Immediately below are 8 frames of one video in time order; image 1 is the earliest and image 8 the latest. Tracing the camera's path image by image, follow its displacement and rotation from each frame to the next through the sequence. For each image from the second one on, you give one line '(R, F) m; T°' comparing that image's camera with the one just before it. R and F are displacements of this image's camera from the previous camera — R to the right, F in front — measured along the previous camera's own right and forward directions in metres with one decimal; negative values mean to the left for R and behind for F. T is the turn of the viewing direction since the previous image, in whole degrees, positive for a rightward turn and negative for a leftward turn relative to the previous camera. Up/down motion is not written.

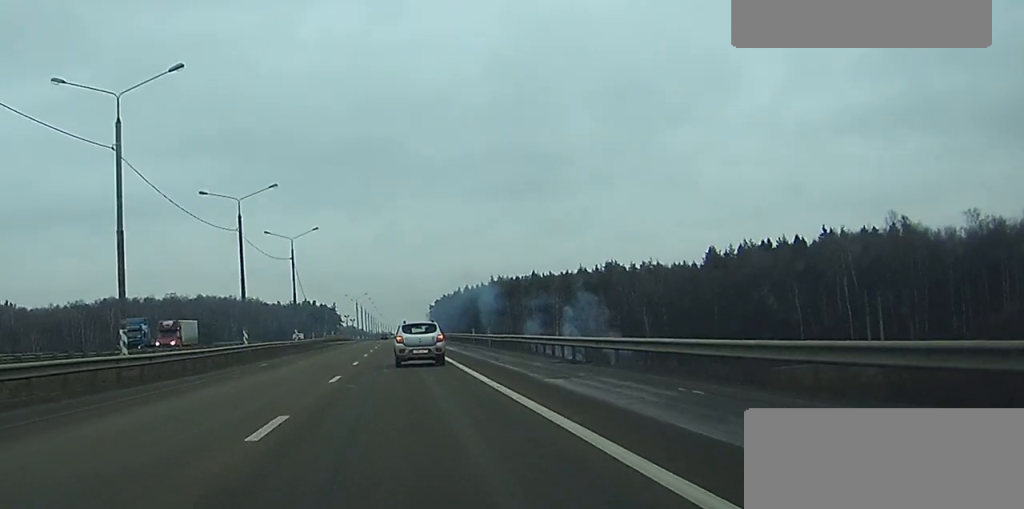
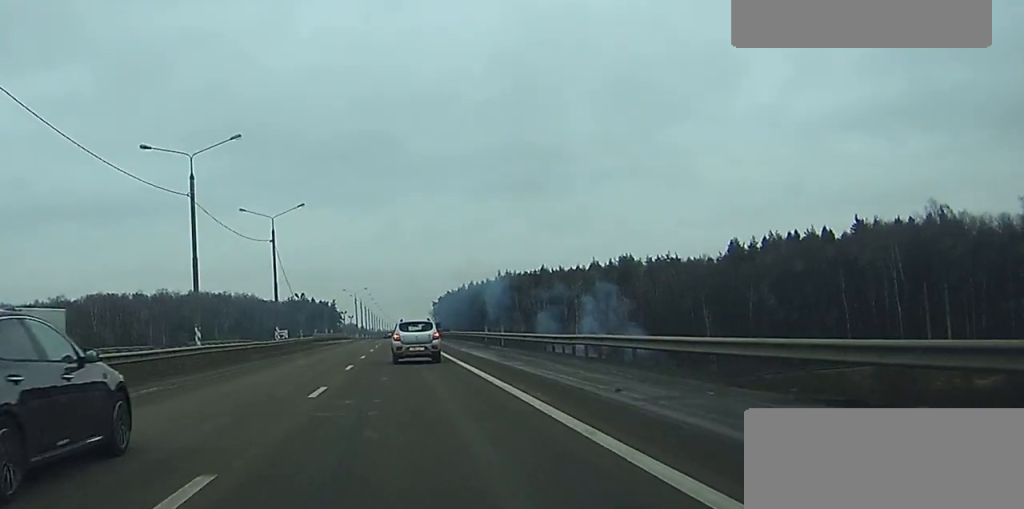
(-0.1, +17.9) m; 0°
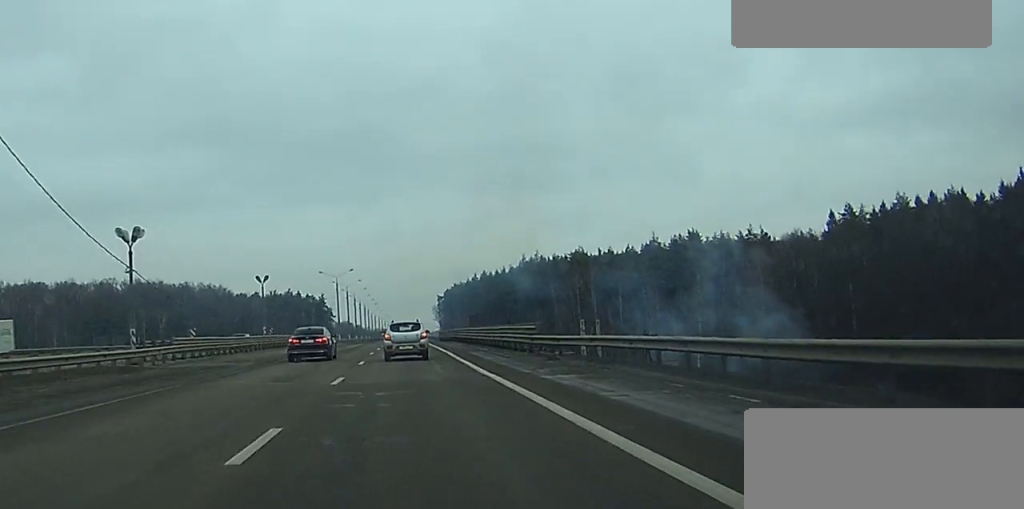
(-0.1, +68.1) m; 0°
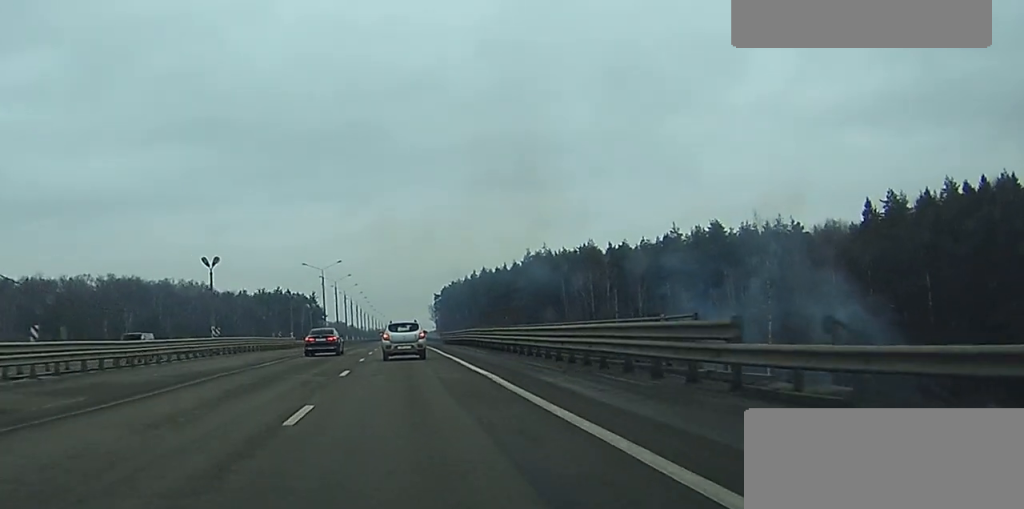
(0.0, +19.0) m; 0°
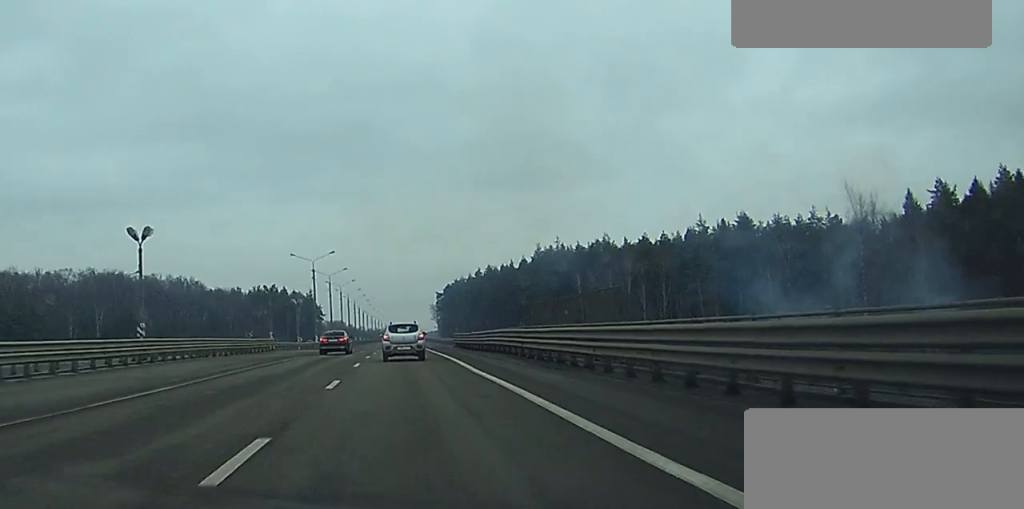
(+0.1, +15.3) m; 0°
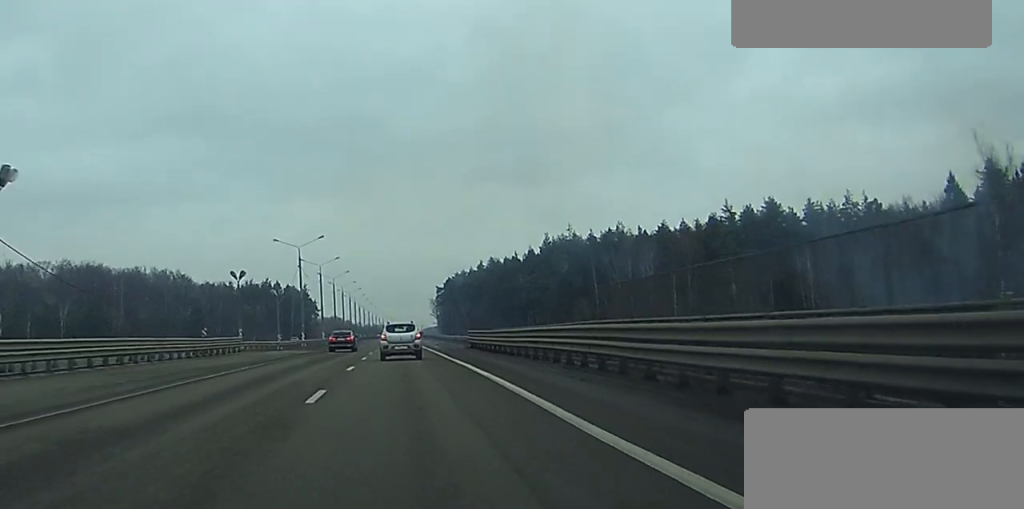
(0.0, +13.7) m; 0°
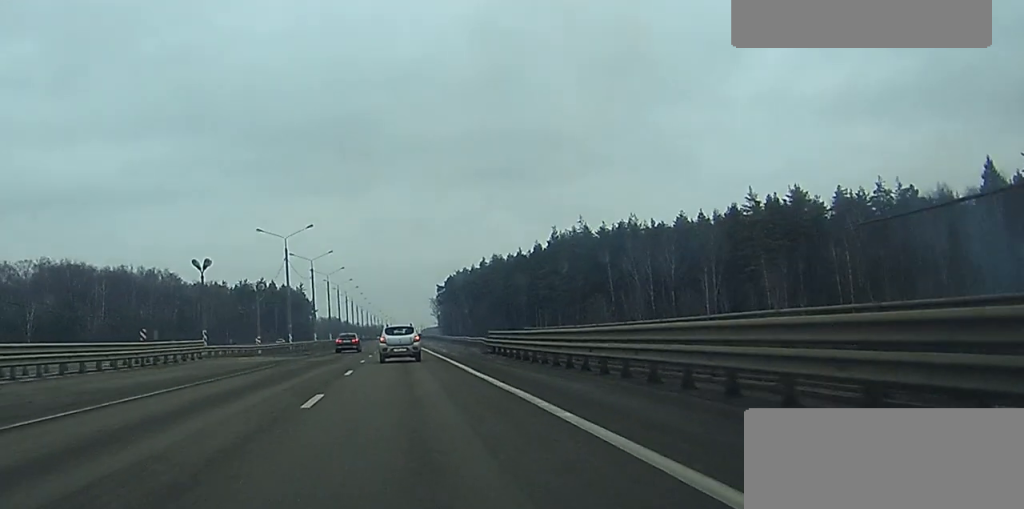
(0.0, +10.9) m; 0°
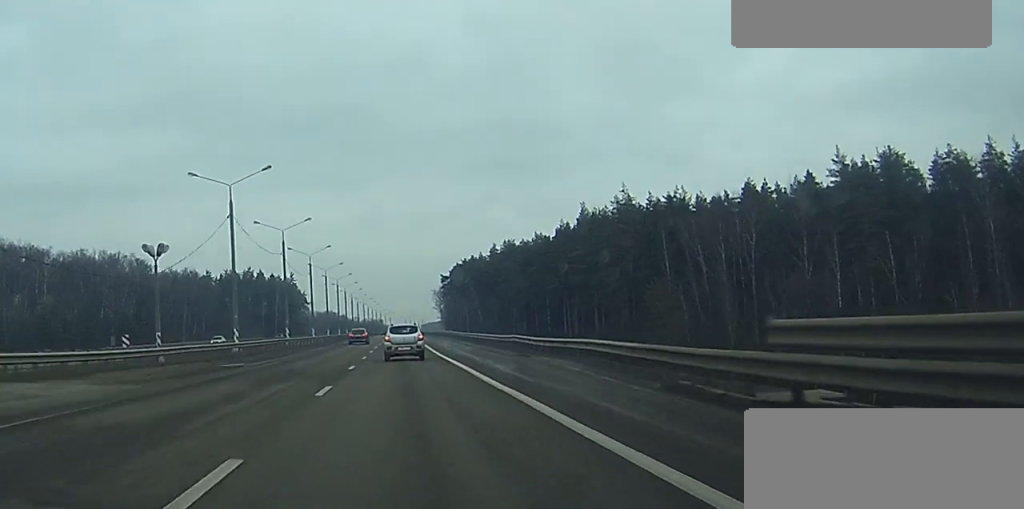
(0.0, +30.2) m; 0°
